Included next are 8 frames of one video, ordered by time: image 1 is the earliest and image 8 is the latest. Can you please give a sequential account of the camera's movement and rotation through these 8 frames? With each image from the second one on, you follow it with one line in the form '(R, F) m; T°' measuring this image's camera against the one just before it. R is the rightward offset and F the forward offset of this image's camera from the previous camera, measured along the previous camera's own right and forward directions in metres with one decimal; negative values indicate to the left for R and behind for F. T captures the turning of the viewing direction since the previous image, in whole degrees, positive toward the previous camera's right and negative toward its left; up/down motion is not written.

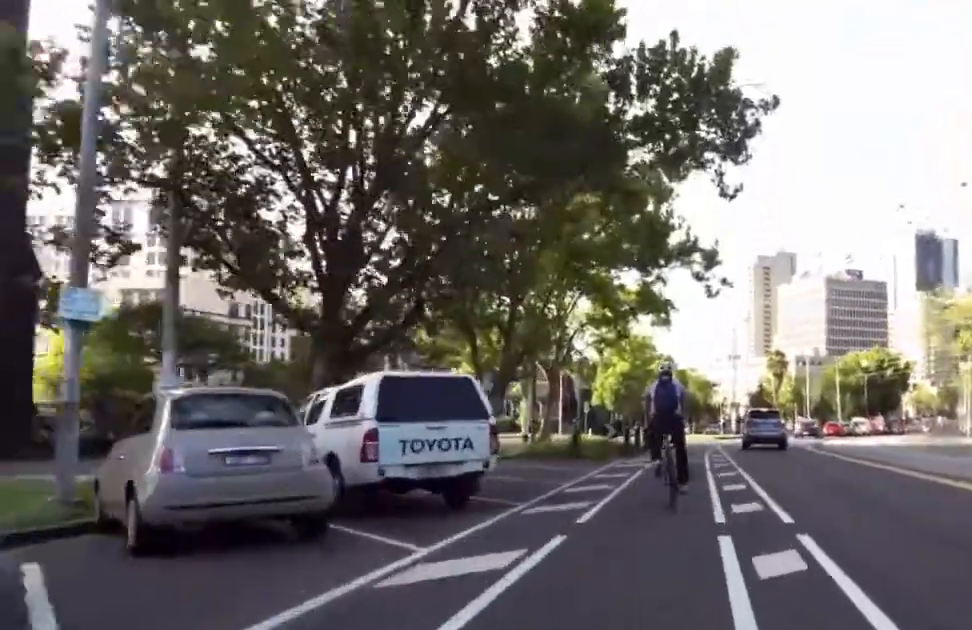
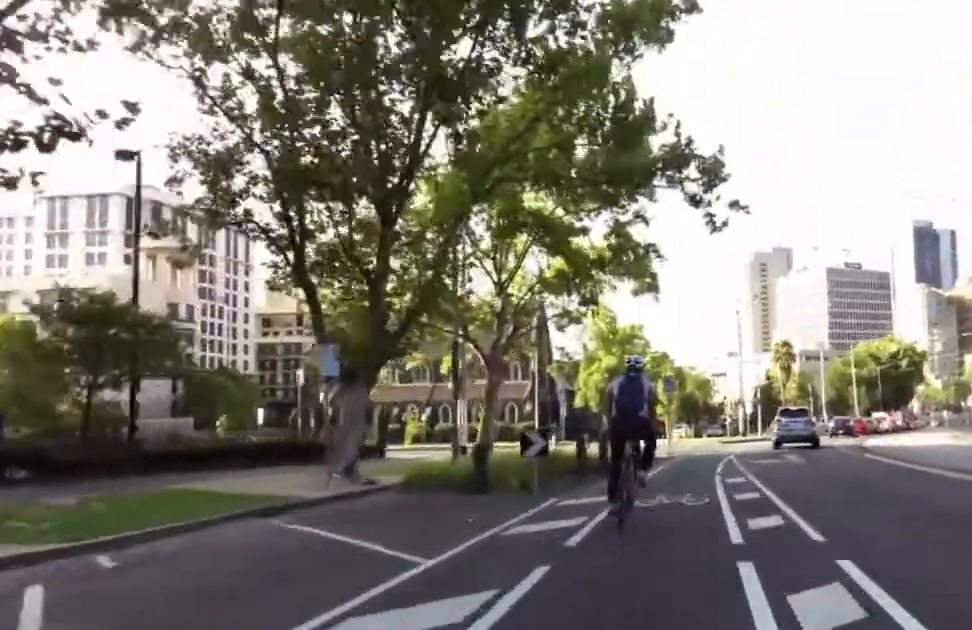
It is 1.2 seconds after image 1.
(-1.3, +11.6) m; -5°
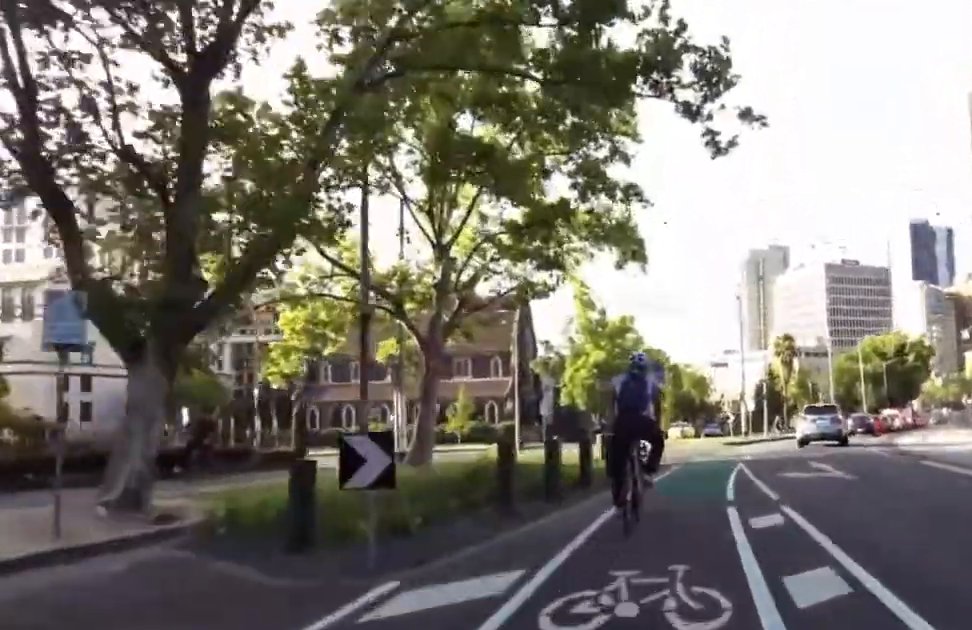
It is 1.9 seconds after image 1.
(-0.1, +6.2) m; +5°
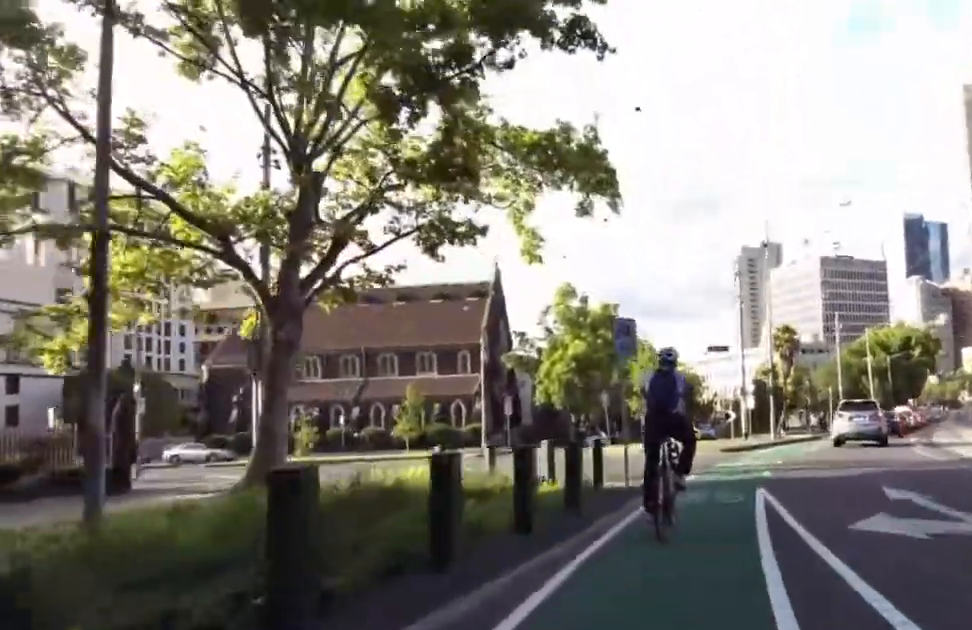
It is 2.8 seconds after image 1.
(+0.8, +7.5) m; +6°
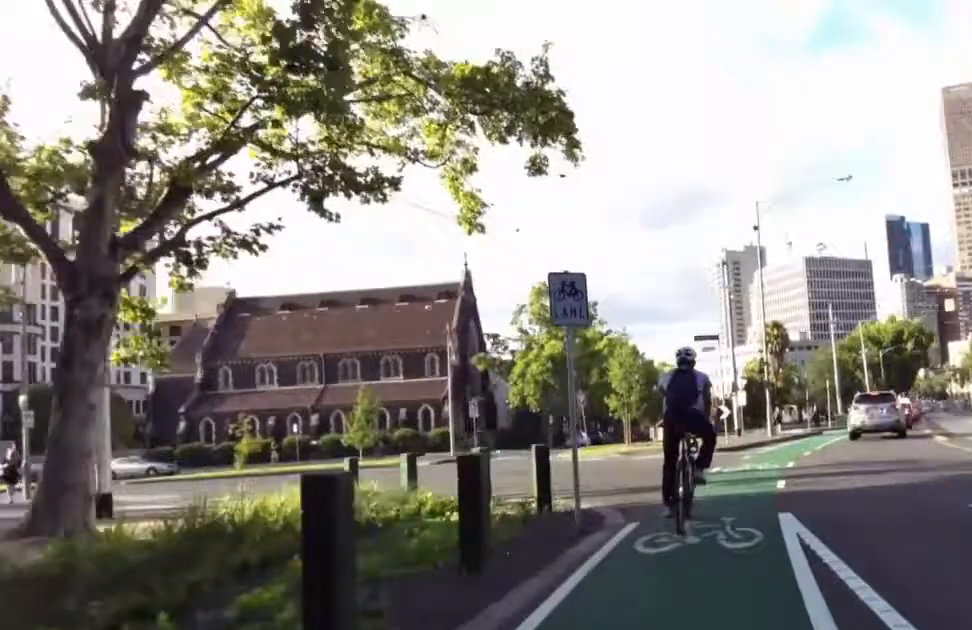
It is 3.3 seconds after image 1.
(+0.1, +4.3) m; +2°
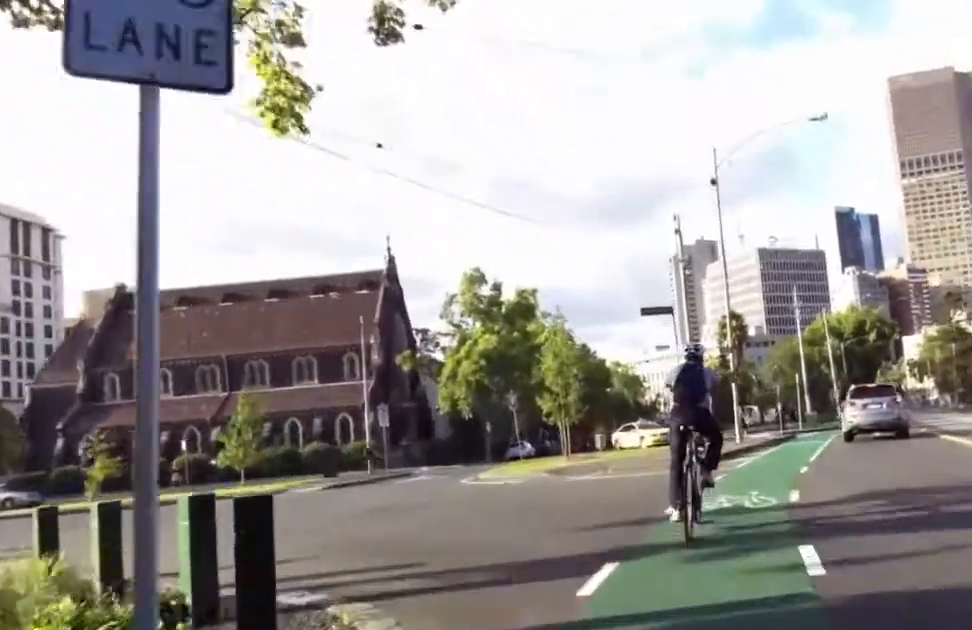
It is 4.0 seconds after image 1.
(-0.1, +5.9) m; +2°
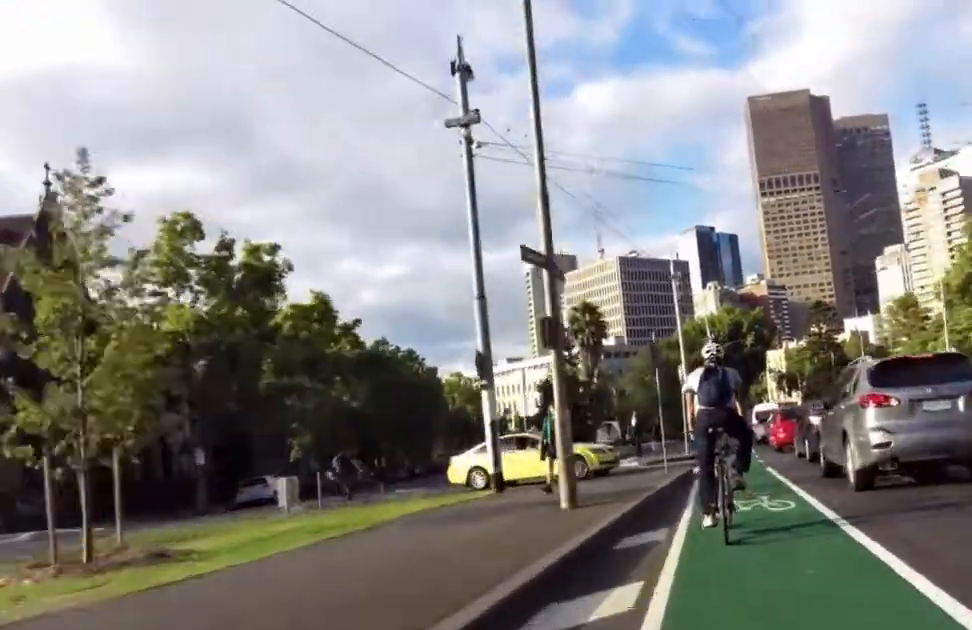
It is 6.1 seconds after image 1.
(+0.9, +15.3) m; +5°
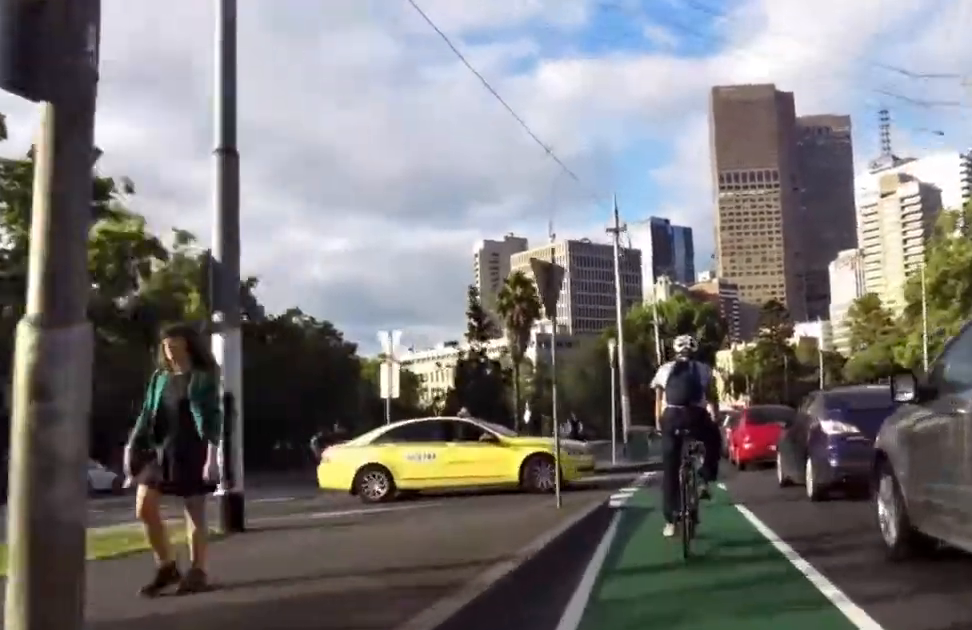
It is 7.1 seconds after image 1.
(+0.2, +6.5) m; +15°
